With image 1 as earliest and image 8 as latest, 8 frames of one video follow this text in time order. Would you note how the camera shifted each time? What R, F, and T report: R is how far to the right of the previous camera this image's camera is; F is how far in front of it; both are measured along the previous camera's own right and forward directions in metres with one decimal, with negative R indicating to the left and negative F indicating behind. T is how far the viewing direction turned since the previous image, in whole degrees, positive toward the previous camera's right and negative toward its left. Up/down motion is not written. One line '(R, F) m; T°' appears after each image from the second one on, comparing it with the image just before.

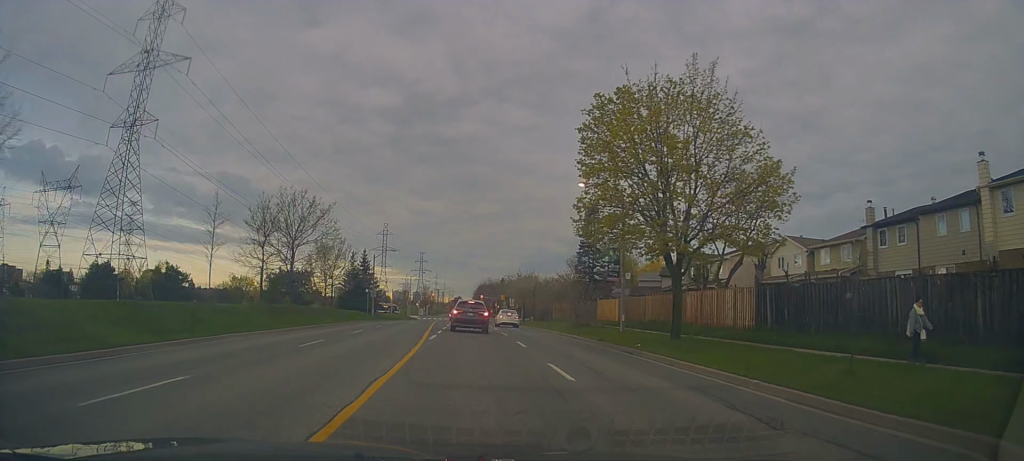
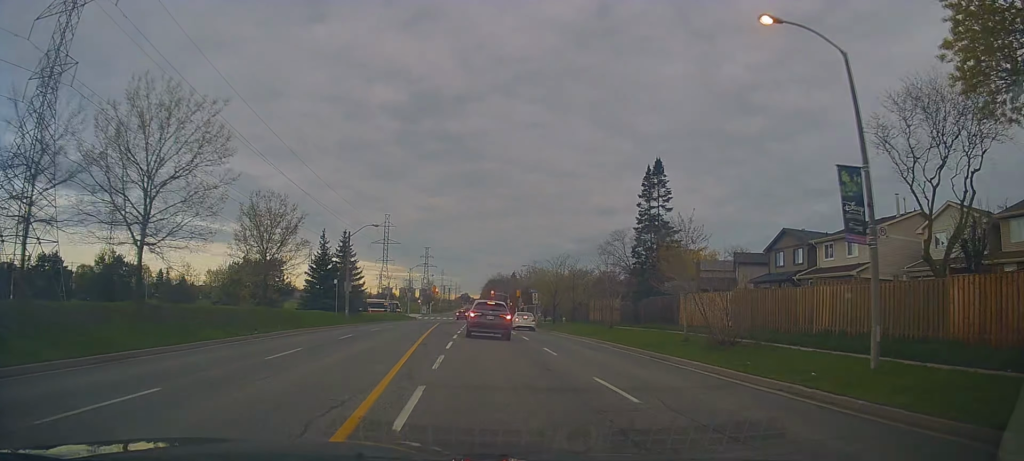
(+0.2, +18.4) m; -2°
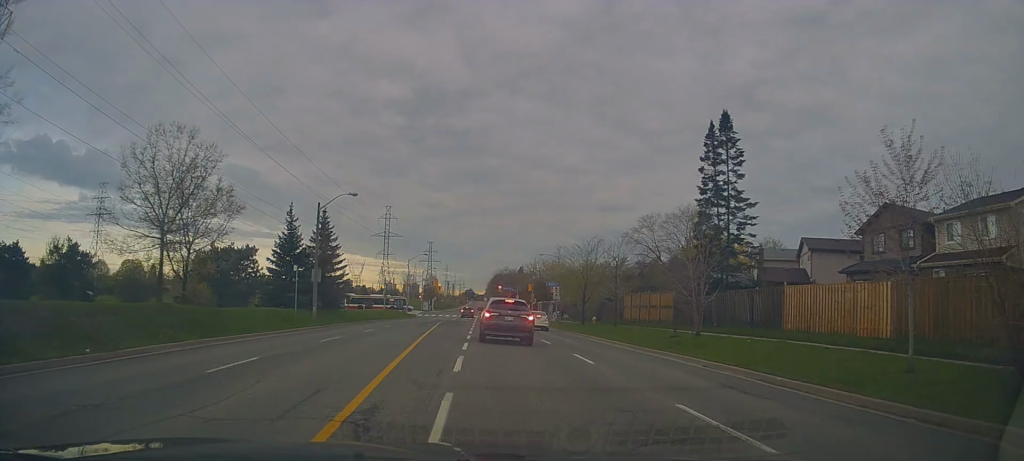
(-0.6, +11.6) m; -1°
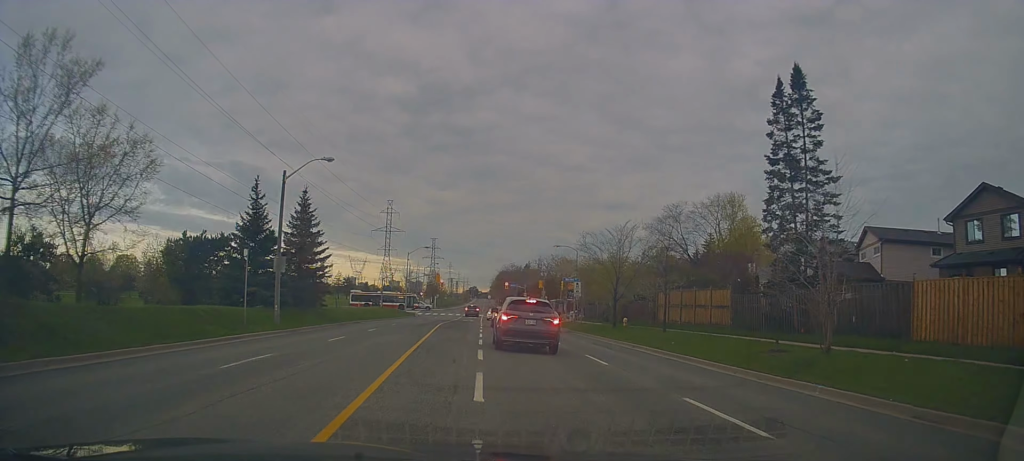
(+0.6, +8.6) m; -1°
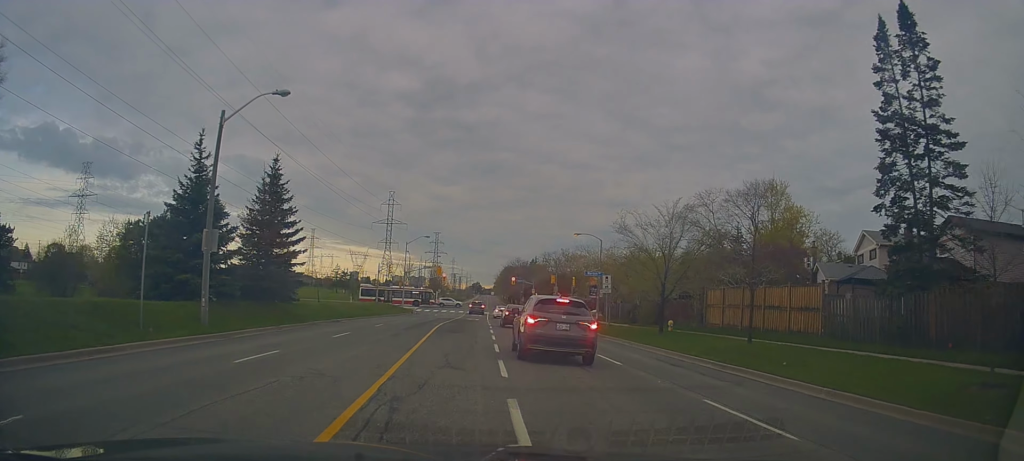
(-0.4, +8.8) m; -1°
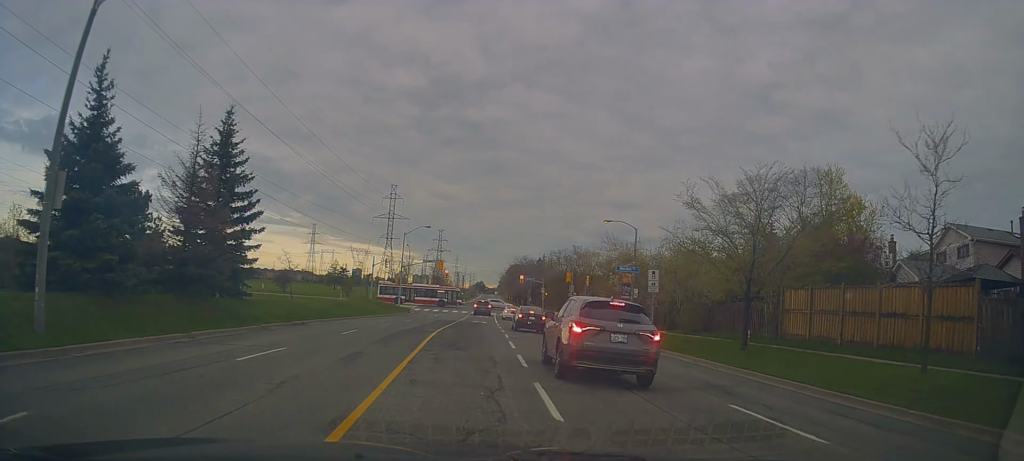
(-0.2, +9.5) m; 0°
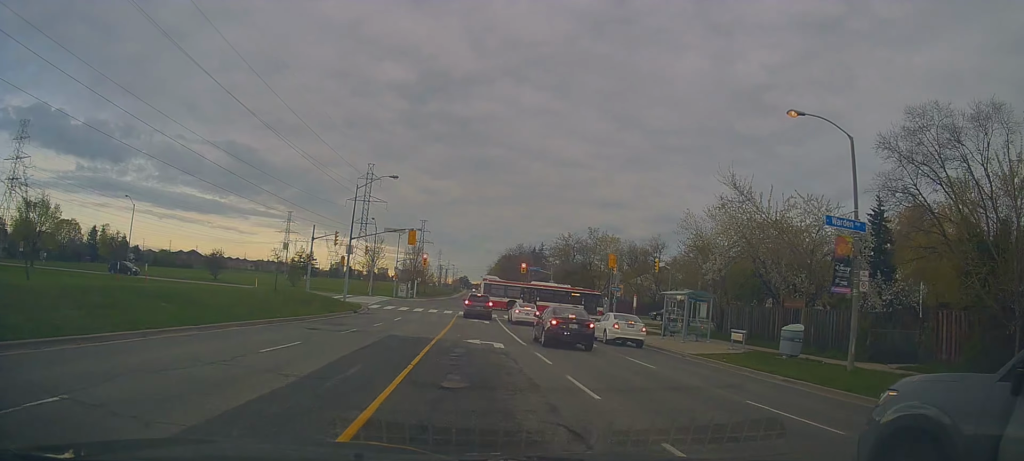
(+1.1, +26.4) m; -1°
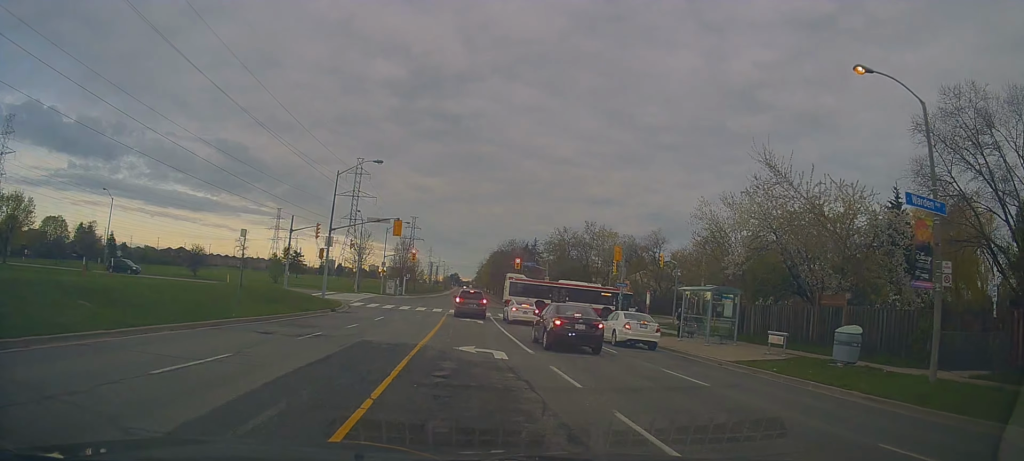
(-0.2, +4.2) m; +1°
